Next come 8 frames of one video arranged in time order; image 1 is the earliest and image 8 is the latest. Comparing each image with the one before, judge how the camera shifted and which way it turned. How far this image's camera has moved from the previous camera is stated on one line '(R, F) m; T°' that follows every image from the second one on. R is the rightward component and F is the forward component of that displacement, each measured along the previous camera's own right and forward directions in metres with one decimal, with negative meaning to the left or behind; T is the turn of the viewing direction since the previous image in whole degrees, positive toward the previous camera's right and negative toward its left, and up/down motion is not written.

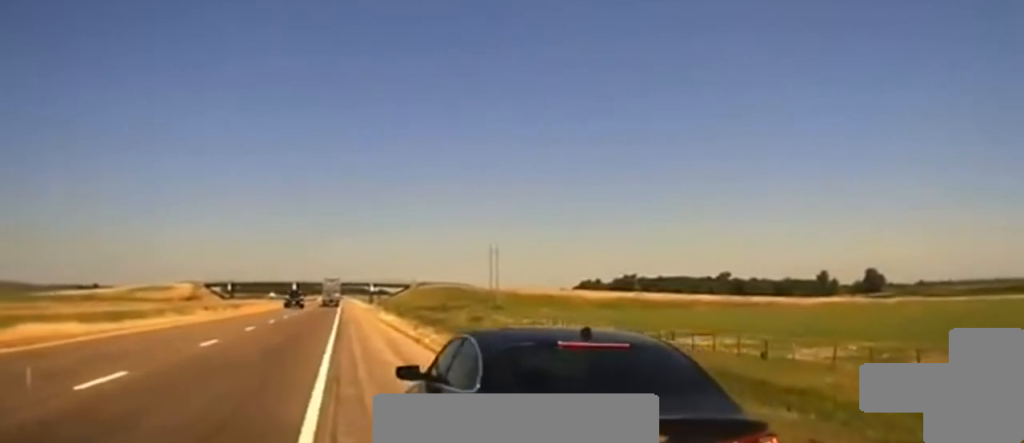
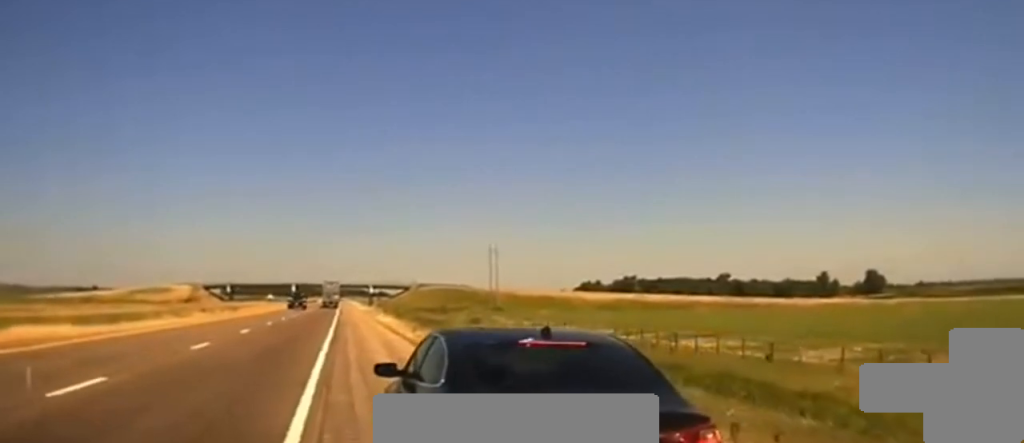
(-0.2, +0.6) m; 0°
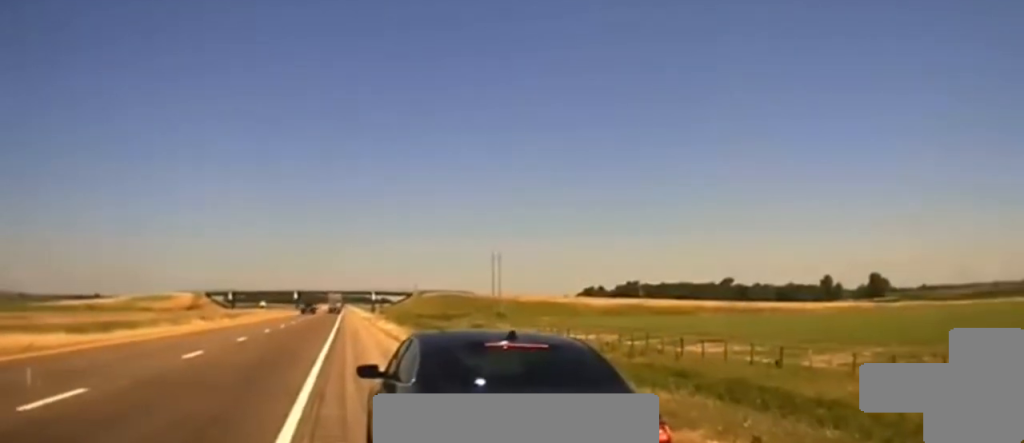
(0.0, +0.4) m; 0°
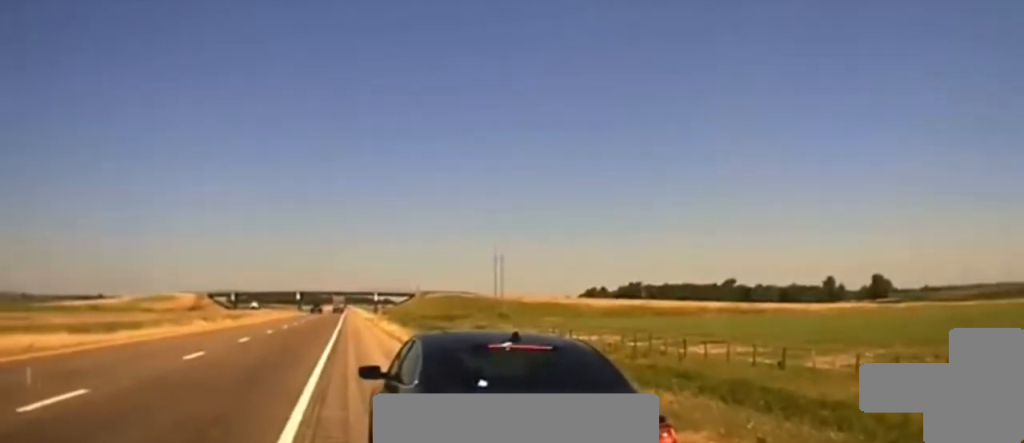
(+0.1, +0.4) m; 0°
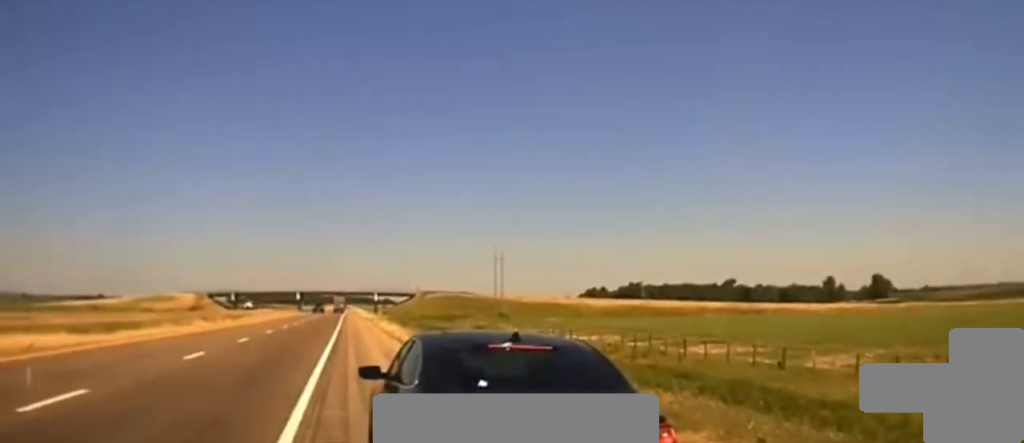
(0.0, 0.0) m; 0°
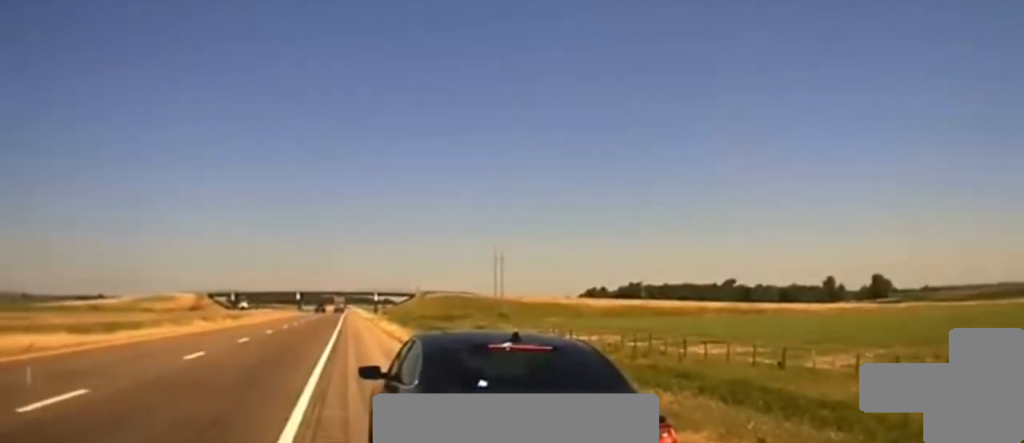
(0.0, 0.0) m; 0°
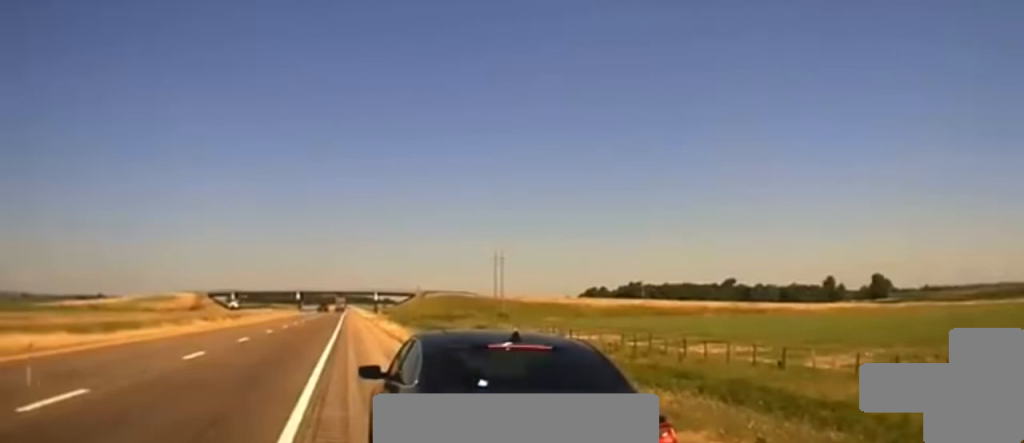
(0.0, +0.3) m; 0°
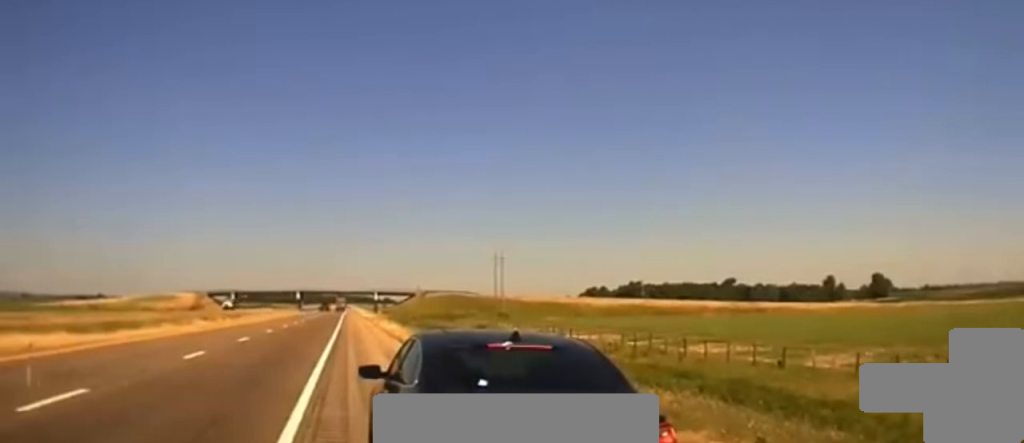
(0.0, +0.2) m; 0°
